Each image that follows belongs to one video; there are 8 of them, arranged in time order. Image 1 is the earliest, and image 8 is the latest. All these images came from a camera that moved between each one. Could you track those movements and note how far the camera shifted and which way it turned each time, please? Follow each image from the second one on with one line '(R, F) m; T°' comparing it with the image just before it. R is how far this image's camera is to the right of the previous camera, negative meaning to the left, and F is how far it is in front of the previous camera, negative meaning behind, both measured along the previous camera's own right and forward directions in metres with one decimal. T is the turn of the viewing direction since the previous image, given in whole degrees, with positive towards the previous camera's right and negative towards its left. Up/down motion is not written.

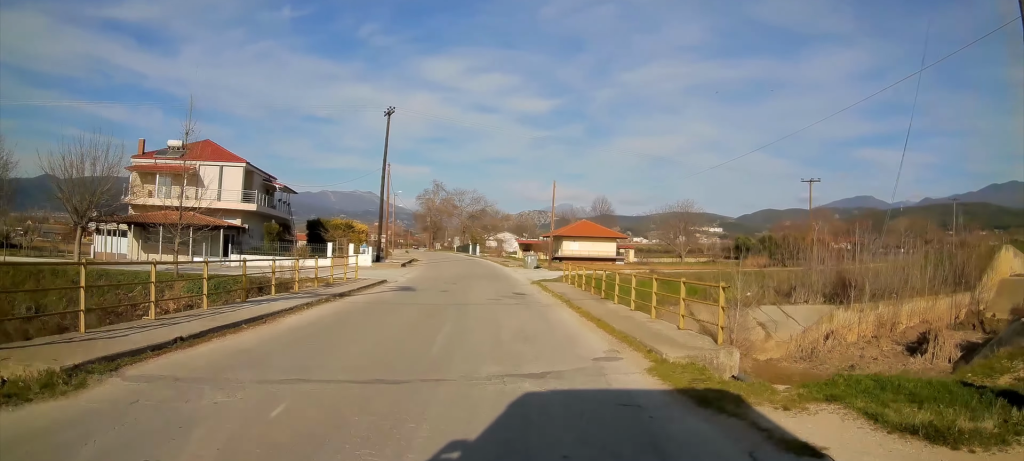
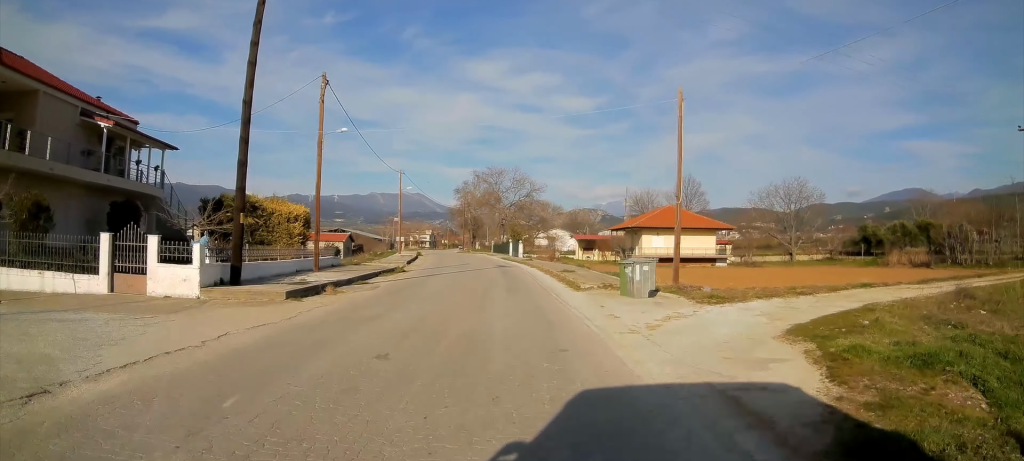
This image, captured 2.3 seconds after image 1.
(+0.6, +28.2) m; 0°
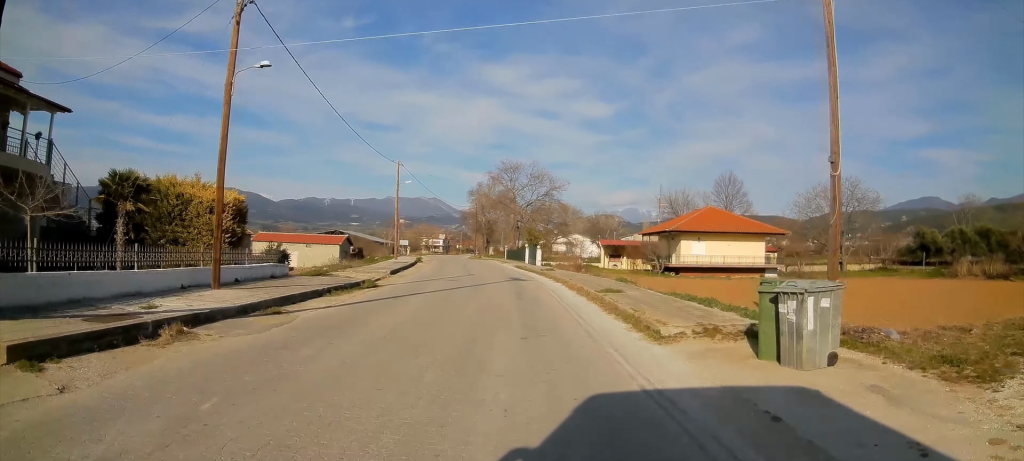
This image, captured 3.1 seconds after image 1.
(-0.2, +9.6) m; -3°
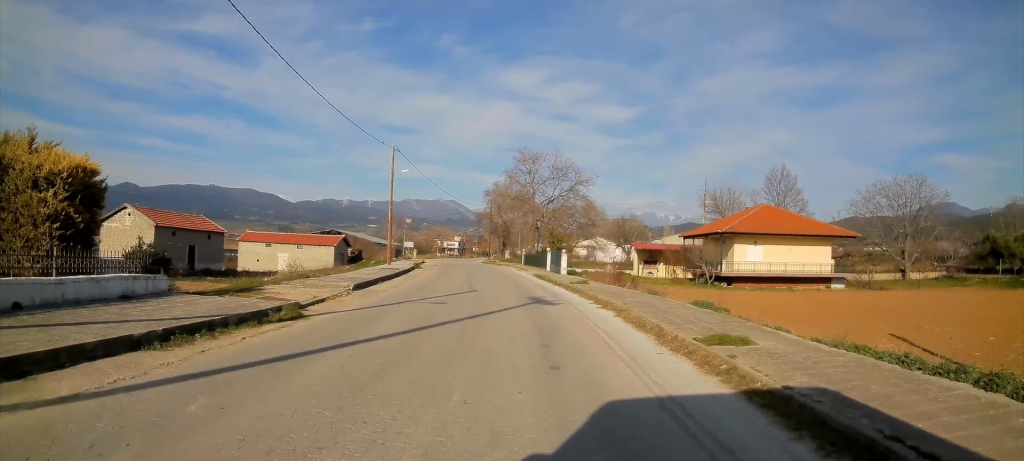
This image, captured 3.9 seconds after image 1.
(-0.2, +9.7) m; -2°
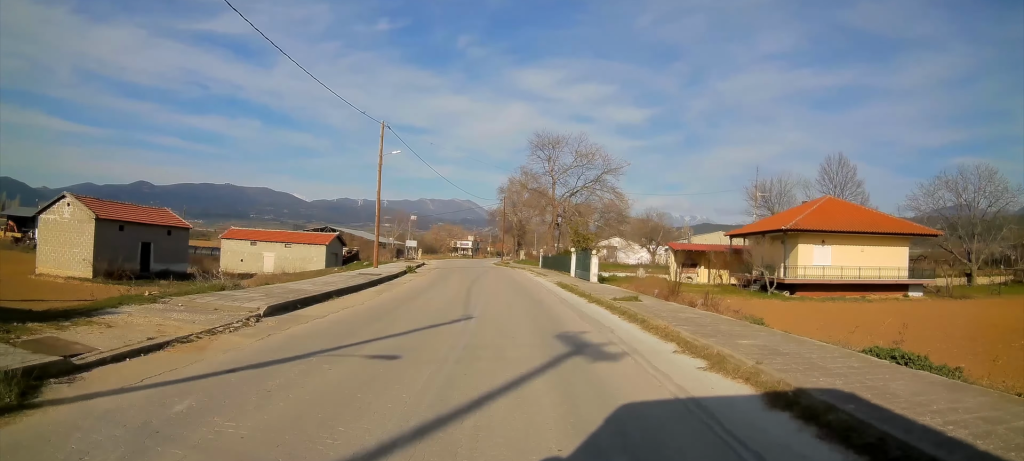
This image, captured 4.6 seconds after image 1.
(-0.1, +8.6) m; -1°
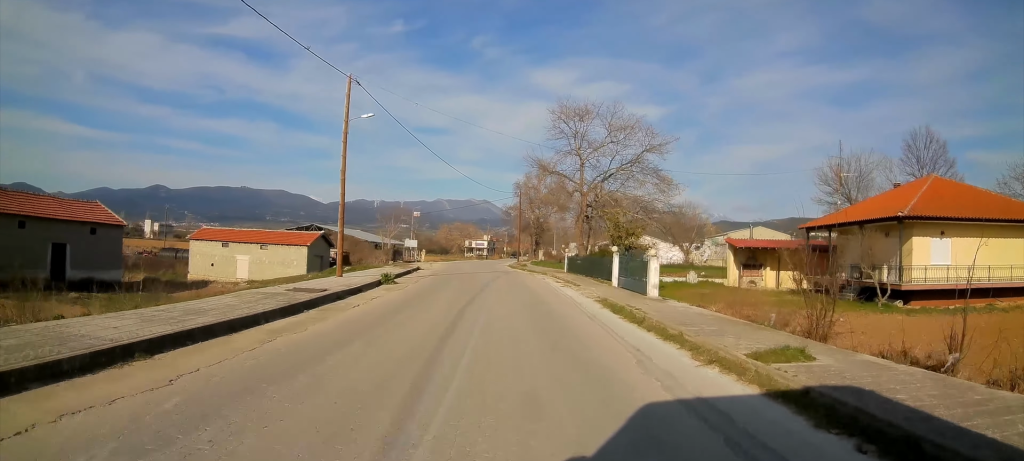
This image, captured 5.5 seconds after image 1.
(-0.1, +10.4) m; -2°
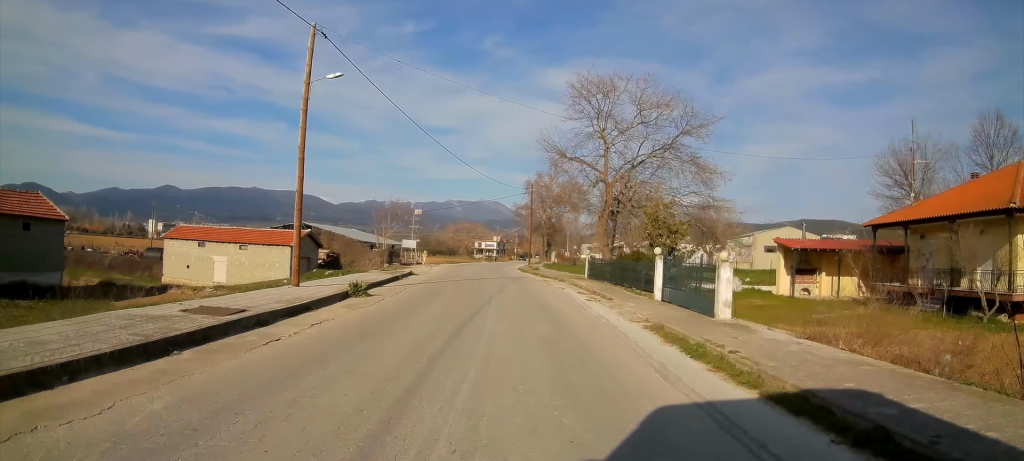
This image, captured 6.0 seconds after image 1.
(-0.1, +6.3) m; -1°
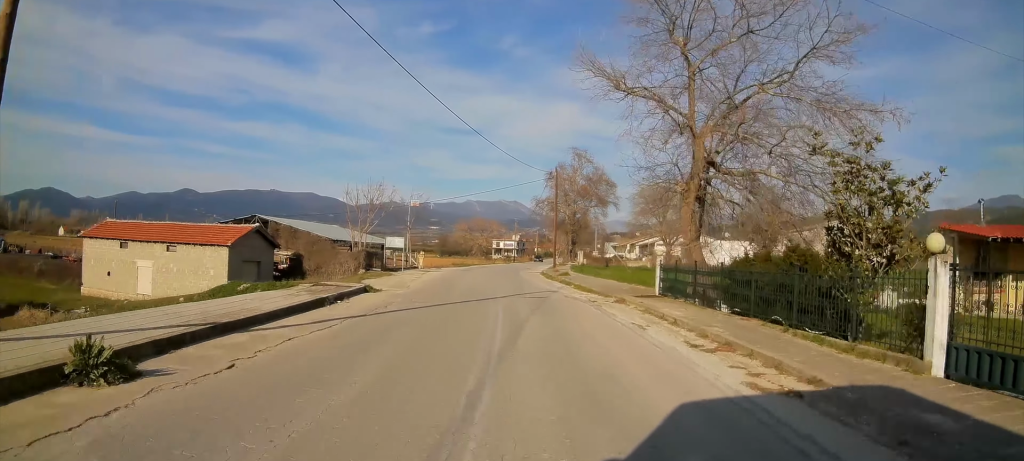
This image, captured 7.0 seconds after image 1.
(-0.1, +13.3) m; -2°
